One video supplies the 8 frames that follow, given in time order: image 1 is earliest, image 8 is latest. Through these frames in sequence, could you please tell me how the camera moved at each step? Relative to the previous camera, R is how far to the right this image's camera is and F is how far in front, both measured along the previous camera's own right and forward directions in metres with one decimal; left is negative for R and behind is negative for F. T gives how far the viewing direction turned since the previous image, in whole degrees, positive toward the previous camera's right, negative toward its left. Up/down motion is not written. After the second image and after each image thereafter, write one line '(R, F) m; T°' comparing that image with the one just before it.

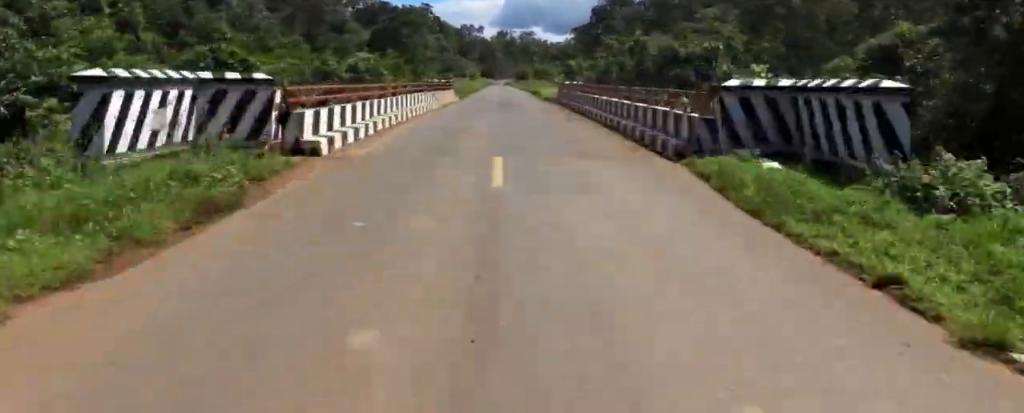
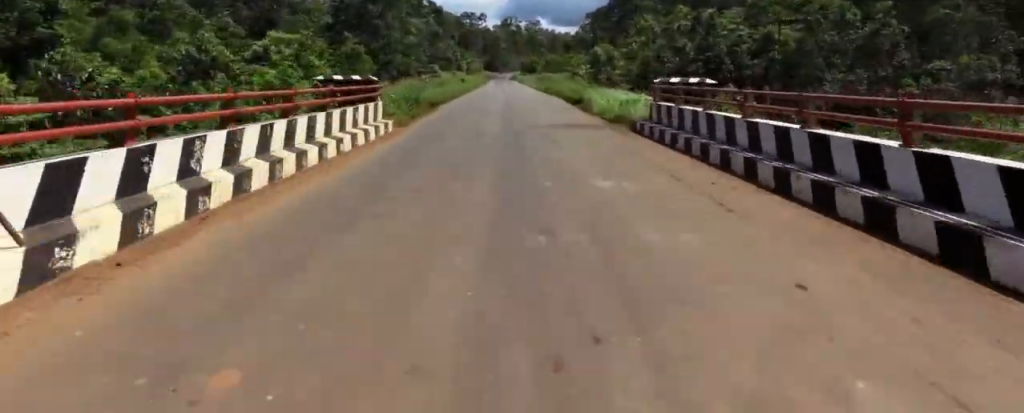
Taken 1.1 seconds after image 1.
(+0.1, +24.8) m; +1°
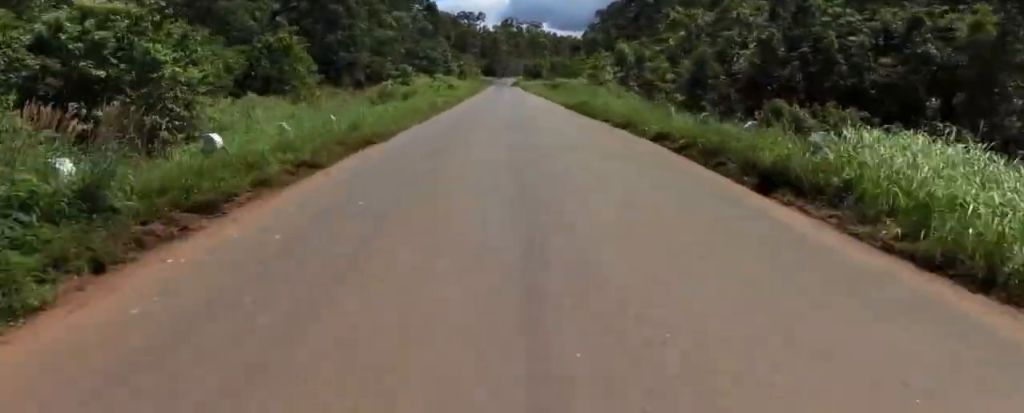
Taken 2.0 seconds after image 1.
(+0.5, +18.5) m; 0°
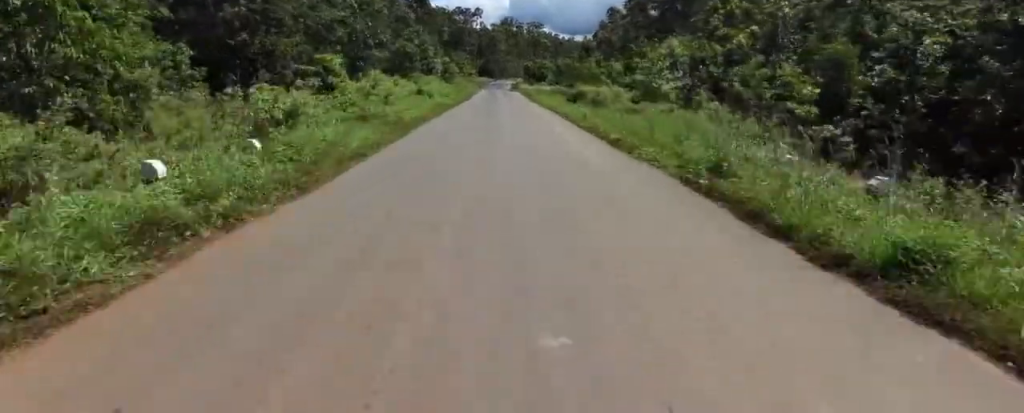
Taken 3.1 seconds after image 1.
(-0.7, +21.2) m; -1°
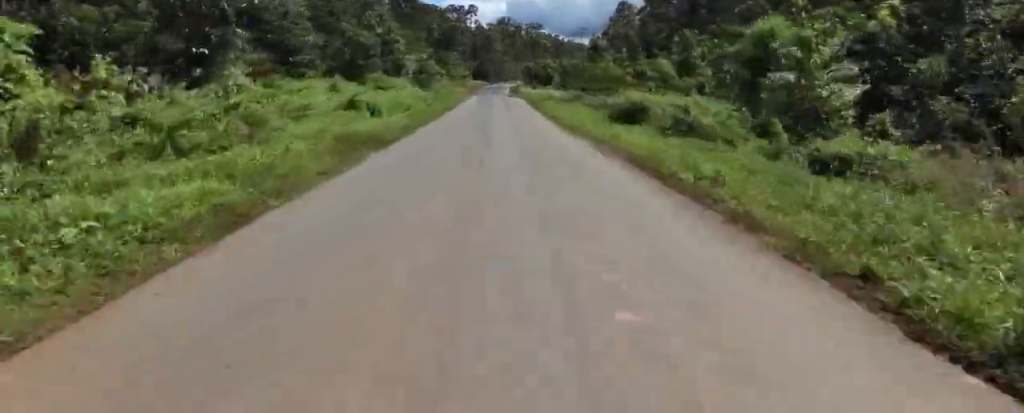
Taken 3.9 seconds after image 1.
(+0.3, +16.2) m; 0°
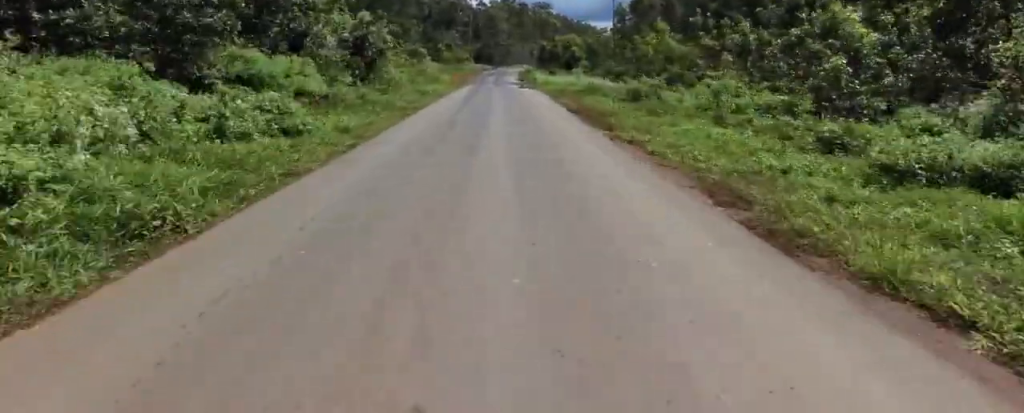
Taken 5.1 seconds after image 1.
(-0.4, +20.8) m; 0°
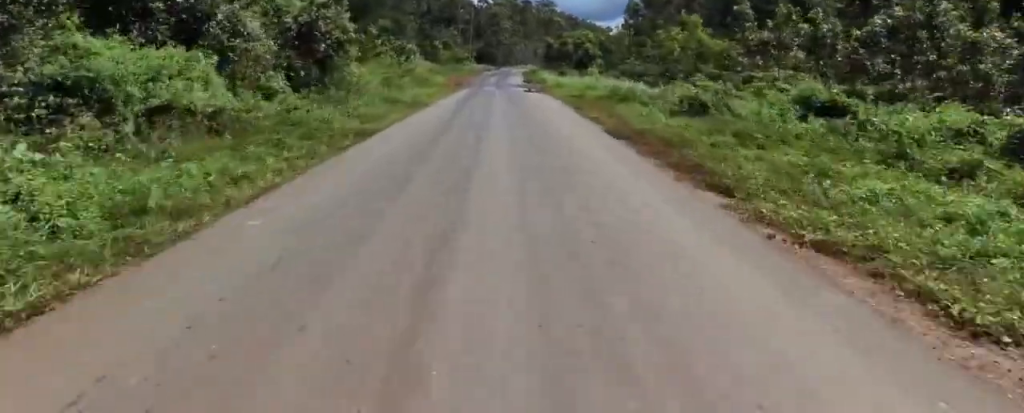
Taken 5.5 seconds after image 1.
(+0.3, +7.9) m; +1°
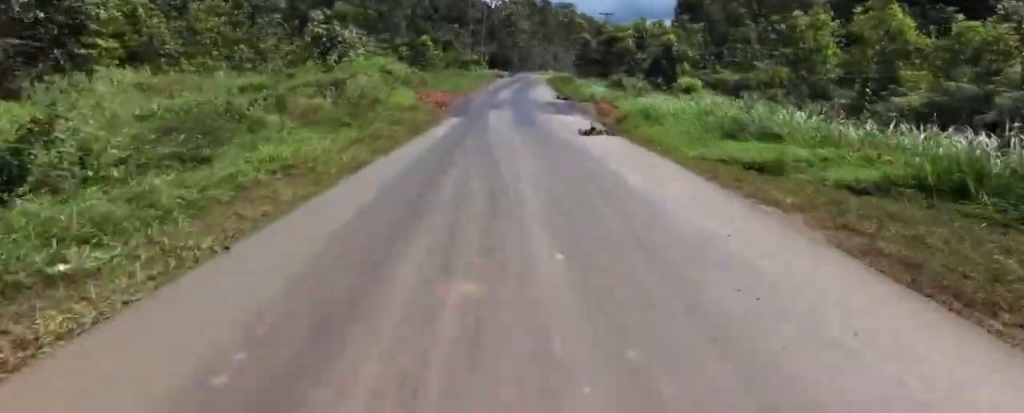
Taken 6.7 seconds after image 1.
(0.0, +20.6) m; 0°
